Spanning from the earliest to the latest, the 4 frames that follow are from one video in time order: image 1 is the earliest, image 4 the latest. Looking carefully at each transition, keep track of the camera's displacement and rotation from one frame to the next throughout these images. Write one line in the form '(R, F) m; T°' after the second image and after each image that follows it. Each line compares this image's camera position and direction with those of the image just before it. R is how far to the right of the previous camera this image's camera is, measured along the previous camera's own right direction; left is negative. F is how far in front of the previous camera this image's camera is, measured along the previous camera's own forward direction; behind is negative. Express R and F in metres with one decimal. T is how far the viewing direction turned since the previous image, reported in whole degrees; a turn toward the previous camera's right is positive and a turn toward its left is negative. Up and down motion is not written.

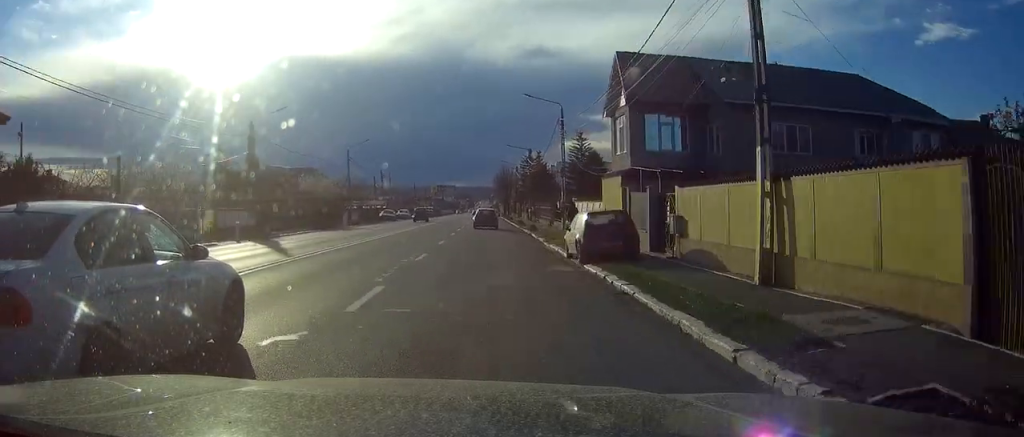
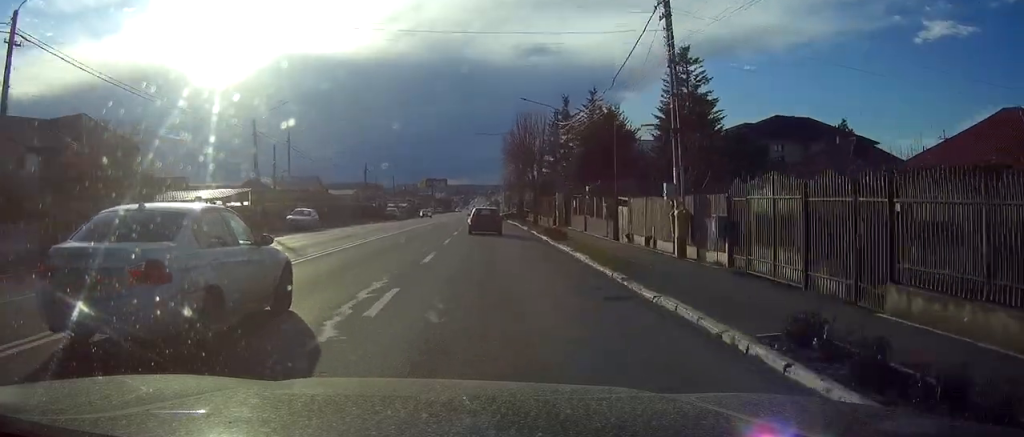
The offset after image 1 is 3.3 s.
(-0.5, +62.8) m; -1°
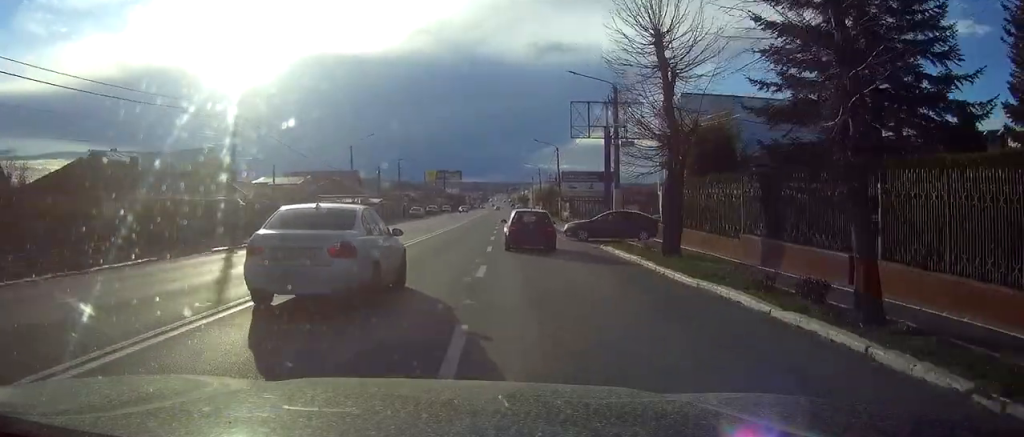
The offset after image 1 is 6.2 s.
(-0.7, +56.6) m; -1°
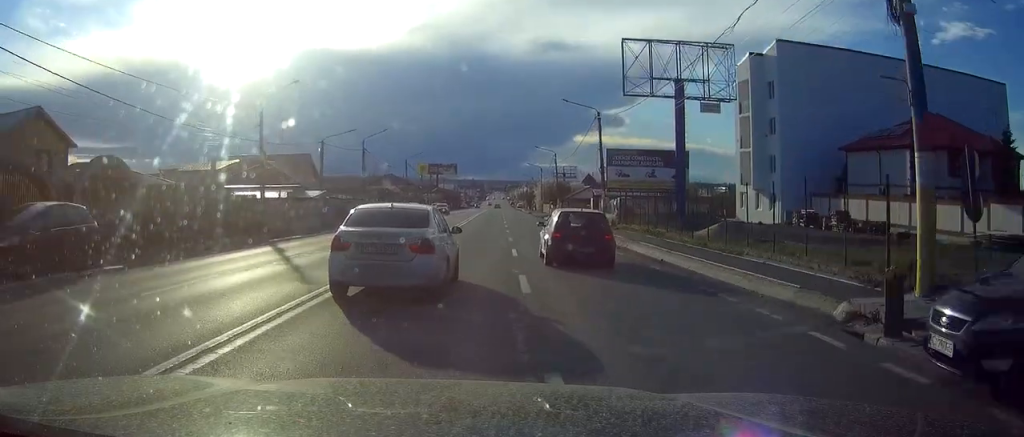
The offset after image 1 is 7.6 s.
(0.0, +29.5) m; 0°
